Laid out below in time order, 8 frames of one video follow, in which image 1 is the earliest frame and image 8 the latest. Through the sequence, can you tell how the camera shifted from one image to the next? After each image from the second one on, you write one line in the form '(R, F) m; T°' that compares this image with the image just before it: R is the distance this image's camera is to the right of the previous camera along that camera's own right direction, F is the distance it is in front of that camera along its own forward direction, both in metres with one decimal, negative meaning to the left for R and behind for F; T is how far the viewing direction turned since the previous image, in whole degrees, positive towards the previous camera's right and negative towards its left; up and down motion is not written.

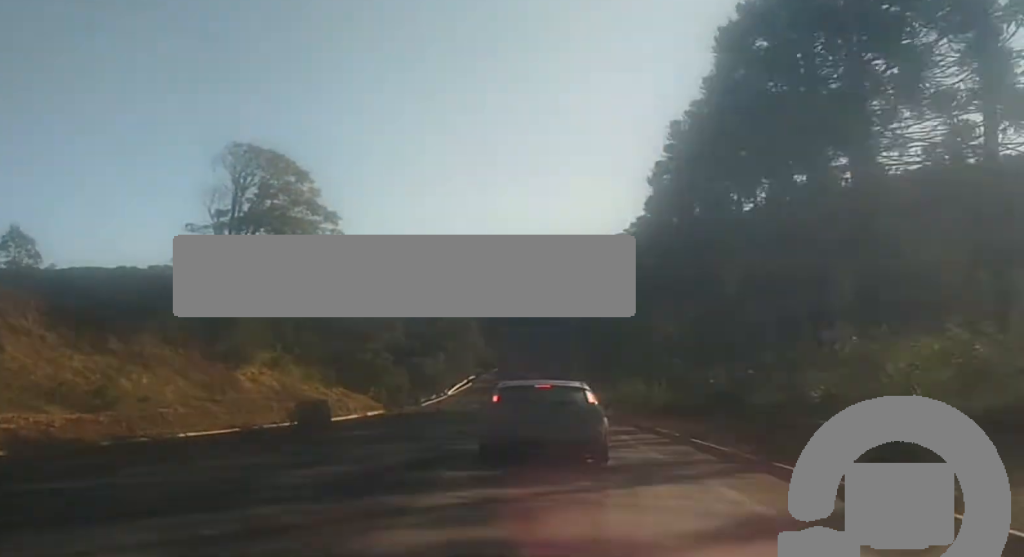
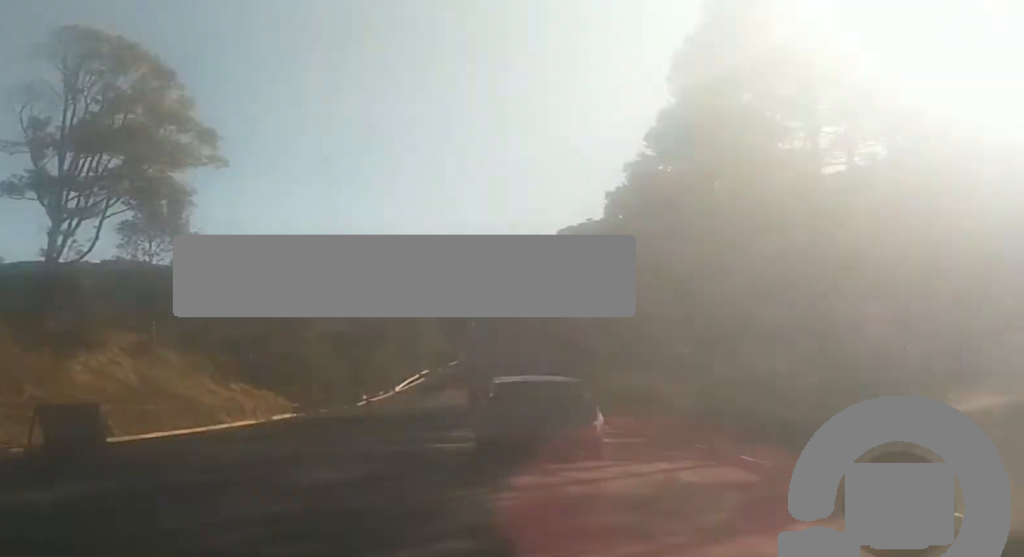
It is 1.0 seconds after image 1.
(0.0, +17.8) m; 0°
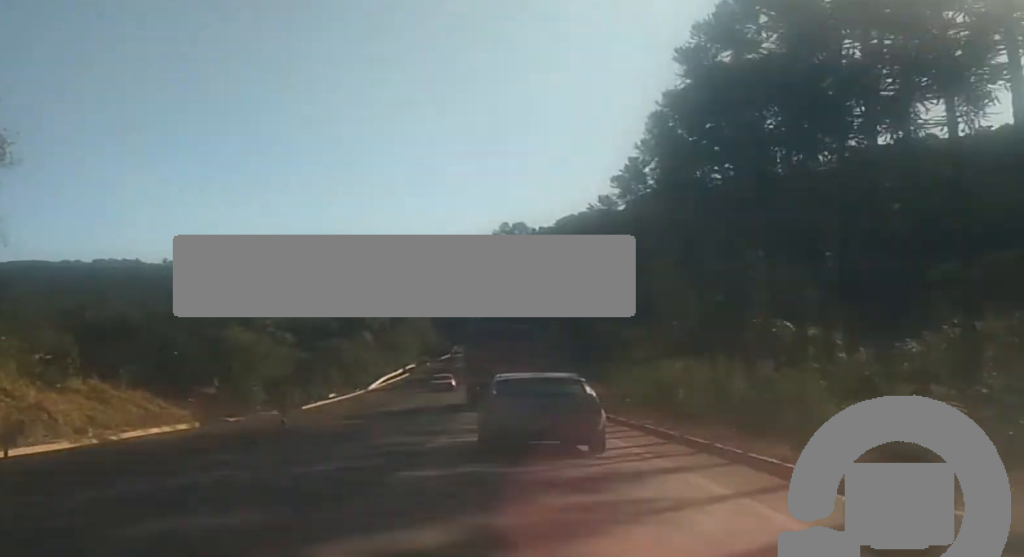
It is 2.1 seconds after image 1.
(0.0, +20.6) m; 0°
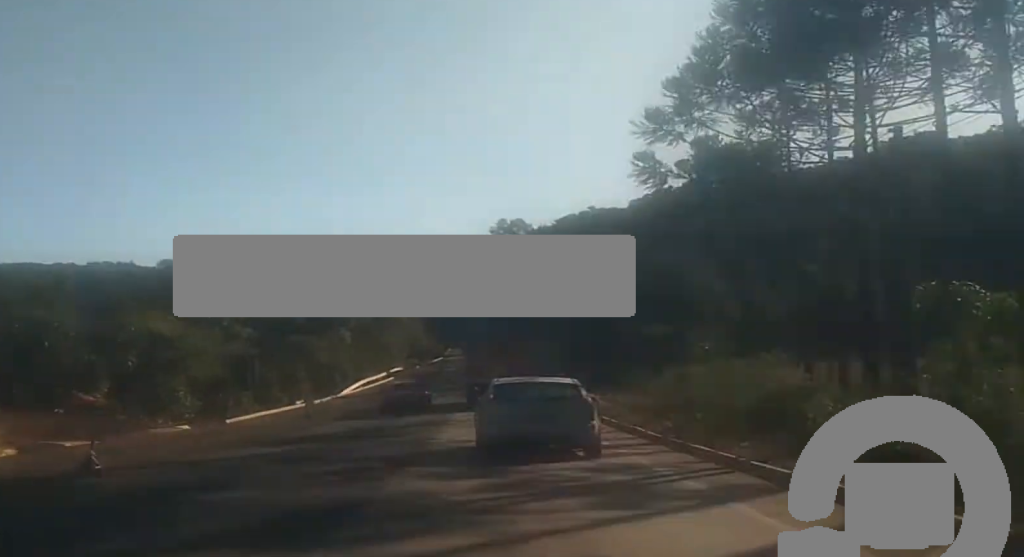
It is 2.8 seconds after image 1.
(0.0, +14.5) m; 0°
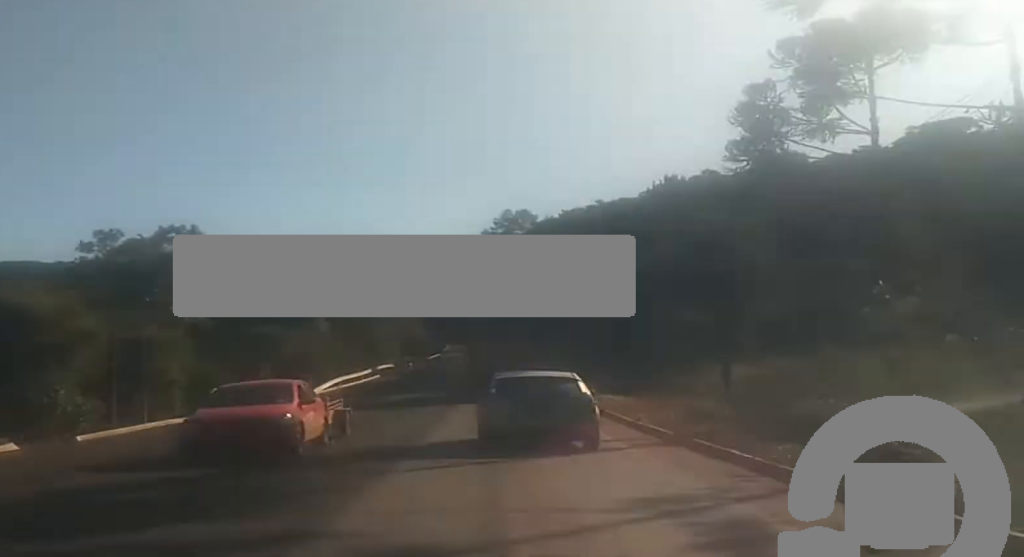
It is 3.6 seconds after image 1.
(0.0, +14.6) m; 0°
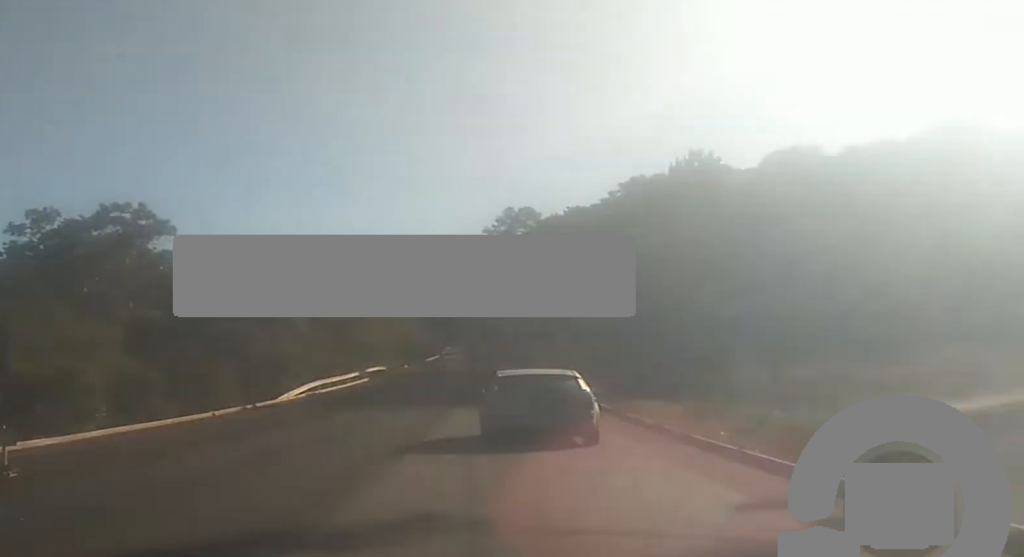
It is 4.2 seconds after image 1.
(0.0, +10.9) m; 0°
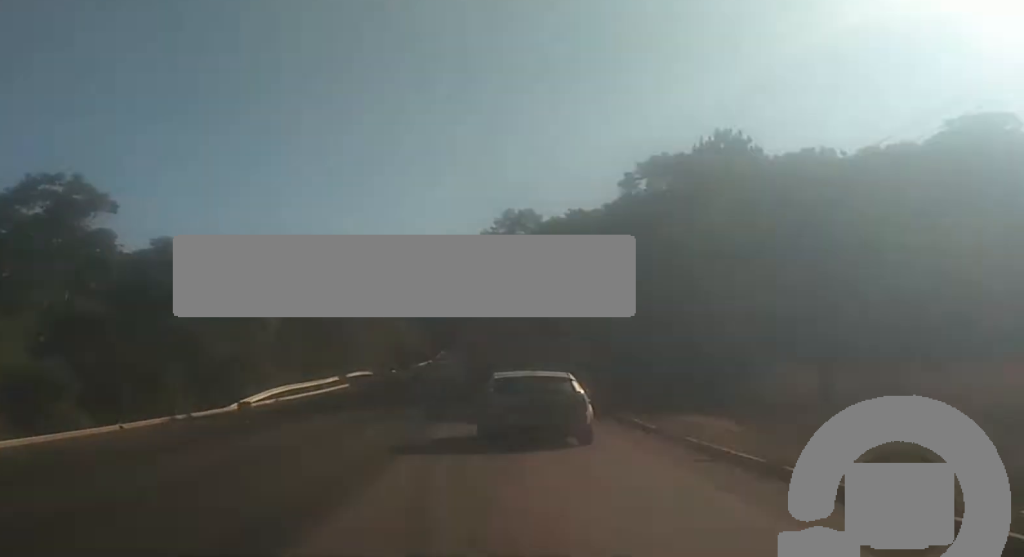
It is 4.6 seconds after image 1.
(0.0, +9.0) m; 0°
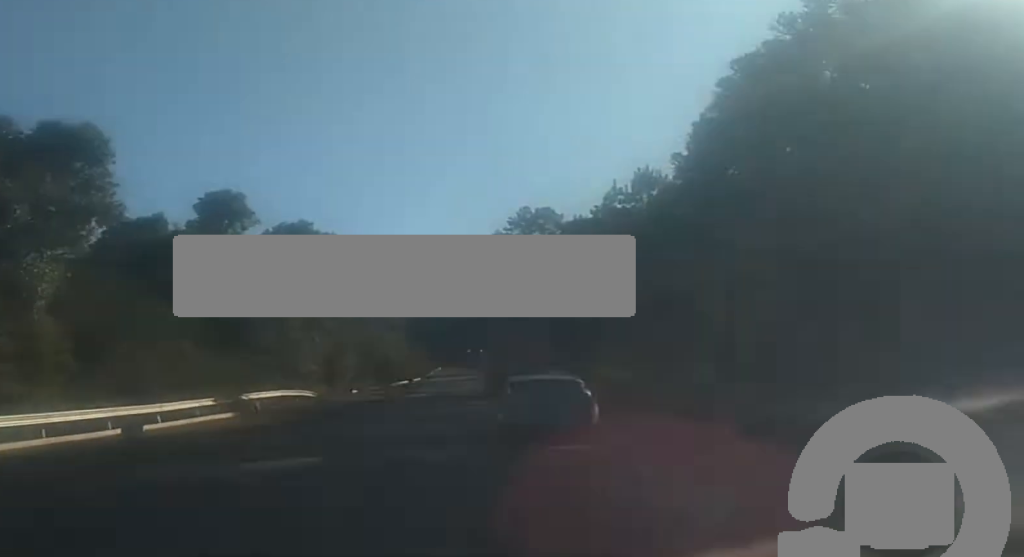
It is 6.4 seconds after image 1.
(+0.5, +34.2) m; +2°
